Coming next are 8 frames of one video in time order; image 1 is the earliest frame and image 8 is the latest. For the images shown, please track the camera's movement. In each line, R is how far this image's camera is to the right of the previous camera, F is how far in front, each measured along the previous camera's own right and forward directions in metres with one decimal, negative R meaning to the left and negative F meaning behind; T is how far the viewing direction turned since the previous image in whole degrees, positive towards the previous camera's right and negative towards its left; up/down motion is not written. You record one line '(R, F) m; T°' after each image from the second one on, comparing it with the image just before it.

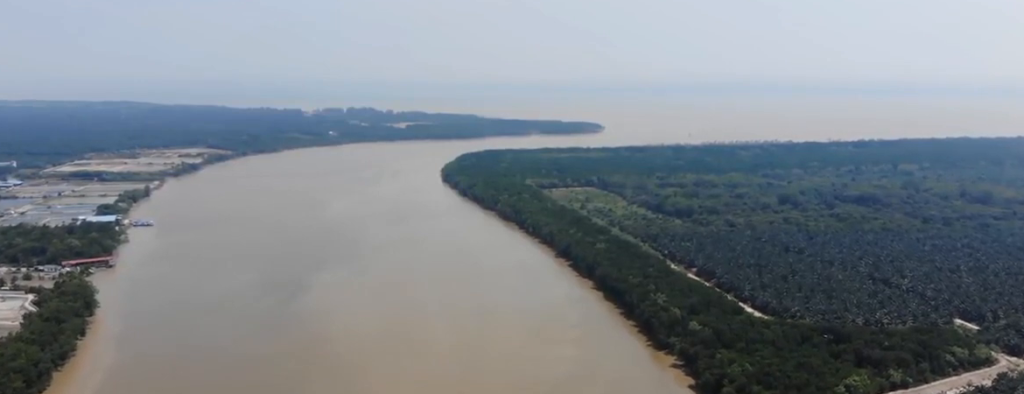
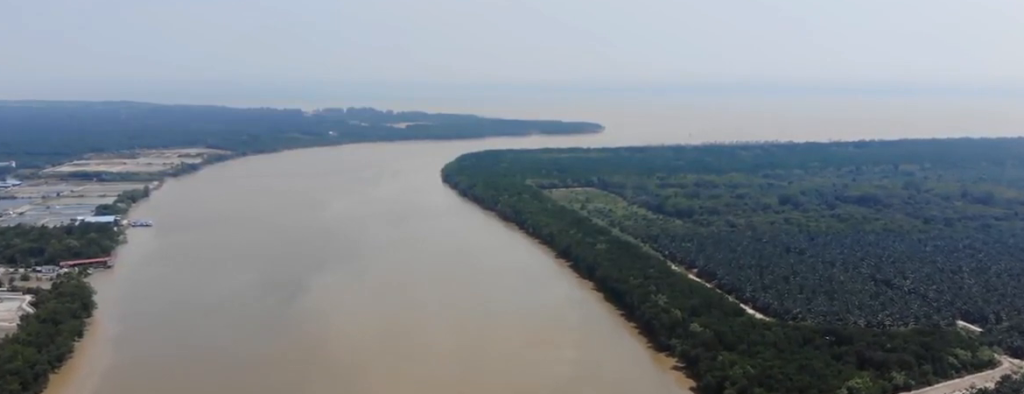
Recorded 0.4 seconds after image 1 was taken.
(0.0, +3.2) m; 0°
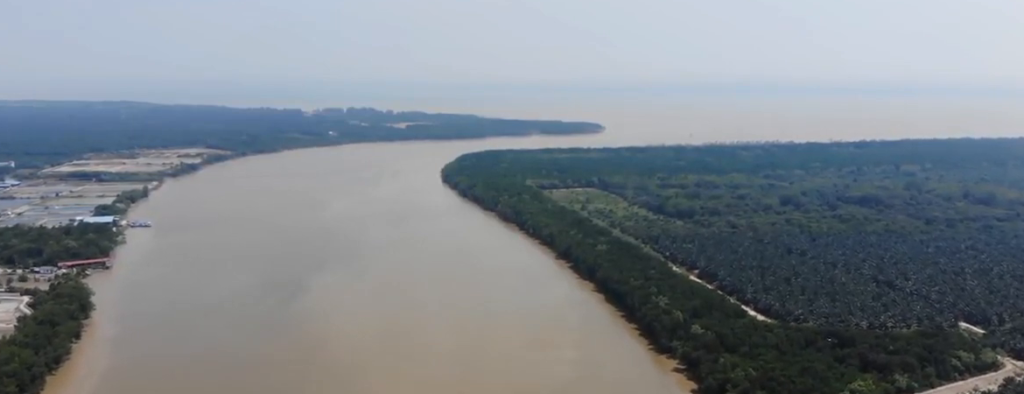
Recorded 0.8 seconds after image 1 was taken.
(0.0, +3.2) m; 0°
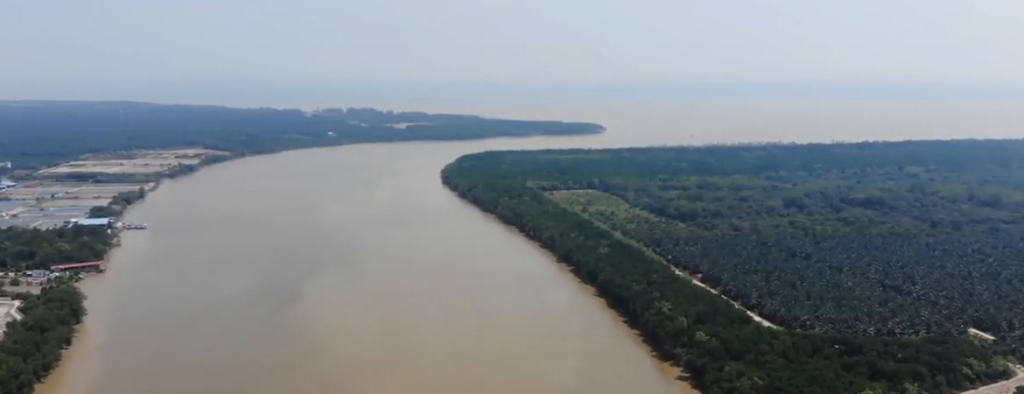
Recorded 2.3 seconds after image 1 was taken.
(0.0, +11.7) m; 0°
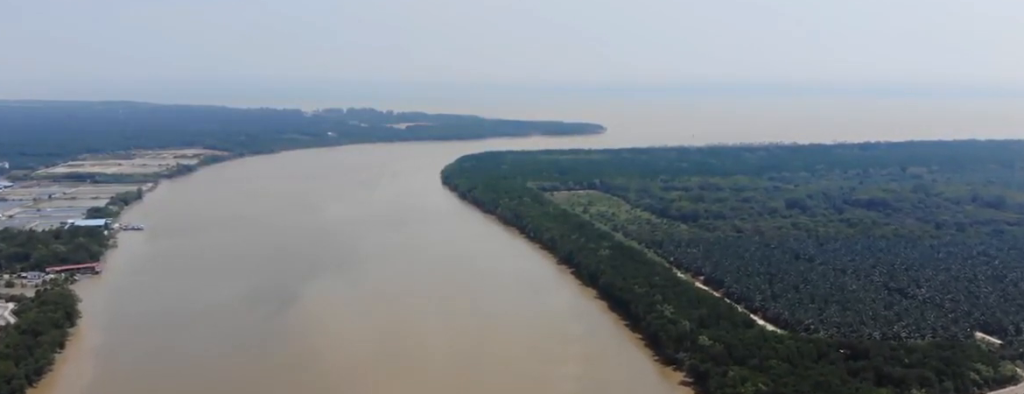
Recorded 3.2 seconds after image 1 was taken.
(0.0, +7.7) m; 0°
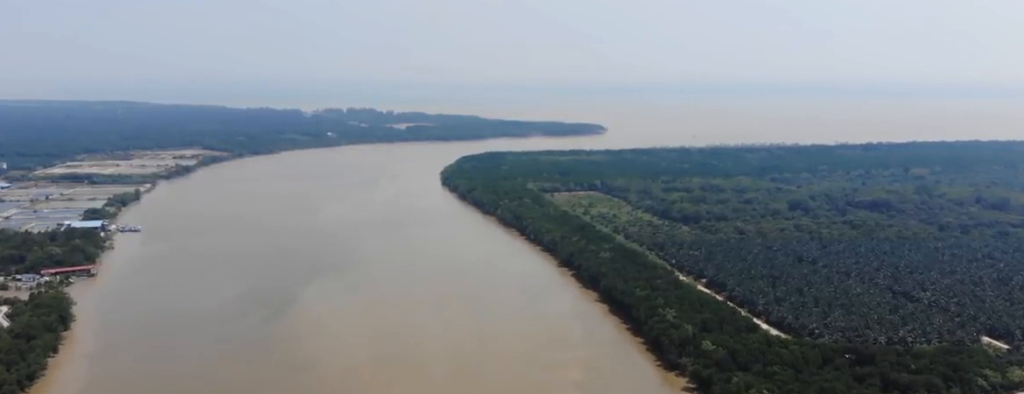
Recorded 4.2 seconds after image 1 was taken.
(0.0, +7.6) m; 0°
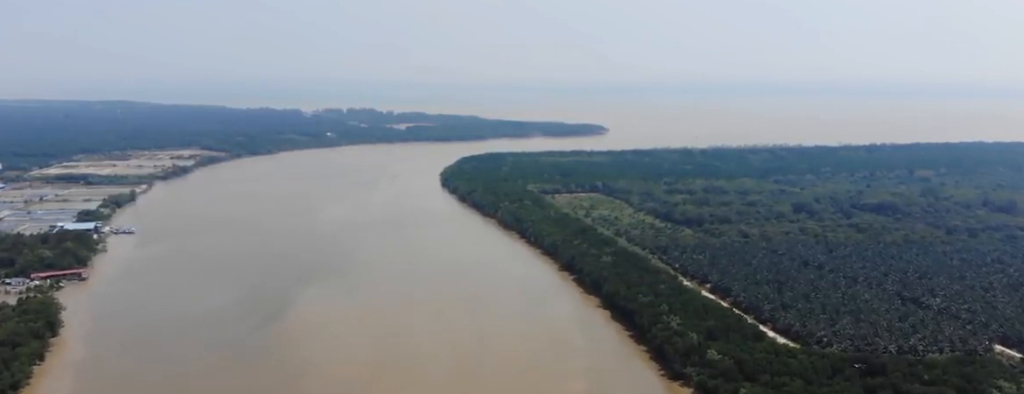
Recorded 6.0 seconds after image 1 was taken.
(+0.1, +14.2) m; +1°
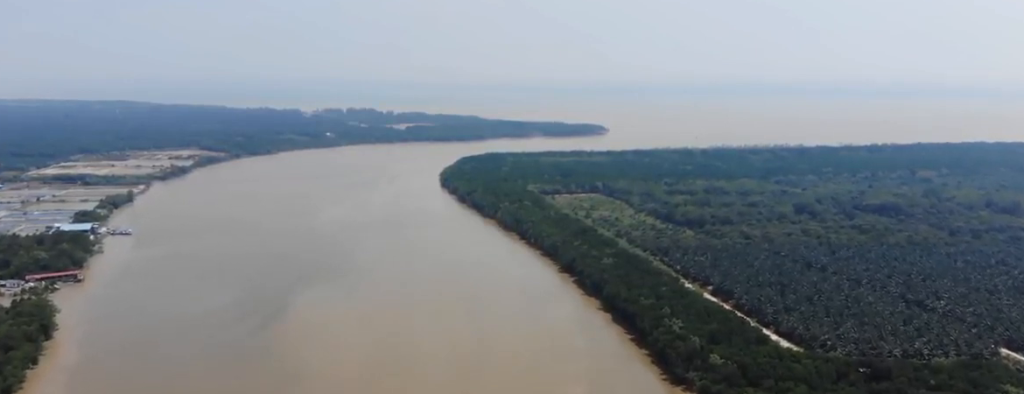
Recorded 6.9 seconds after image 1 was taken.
(+0.1, +6.8) m; -1°
